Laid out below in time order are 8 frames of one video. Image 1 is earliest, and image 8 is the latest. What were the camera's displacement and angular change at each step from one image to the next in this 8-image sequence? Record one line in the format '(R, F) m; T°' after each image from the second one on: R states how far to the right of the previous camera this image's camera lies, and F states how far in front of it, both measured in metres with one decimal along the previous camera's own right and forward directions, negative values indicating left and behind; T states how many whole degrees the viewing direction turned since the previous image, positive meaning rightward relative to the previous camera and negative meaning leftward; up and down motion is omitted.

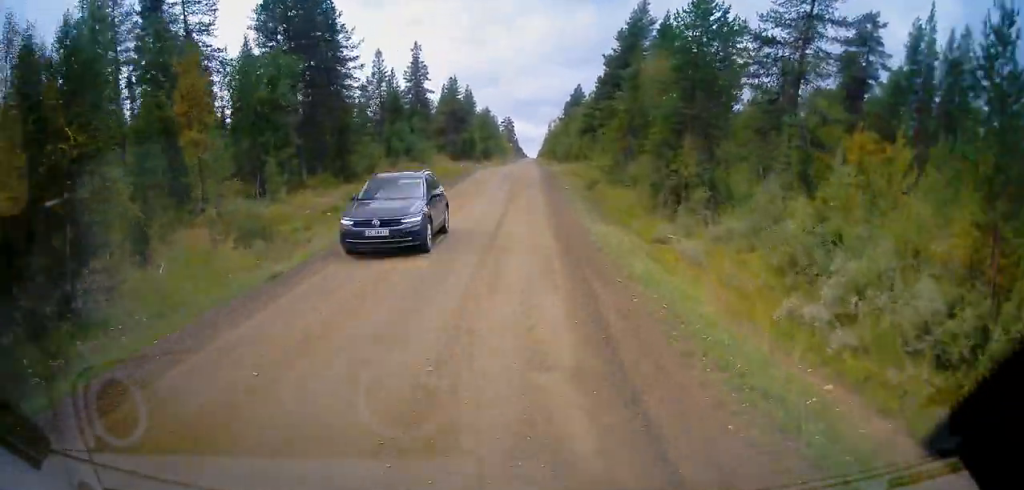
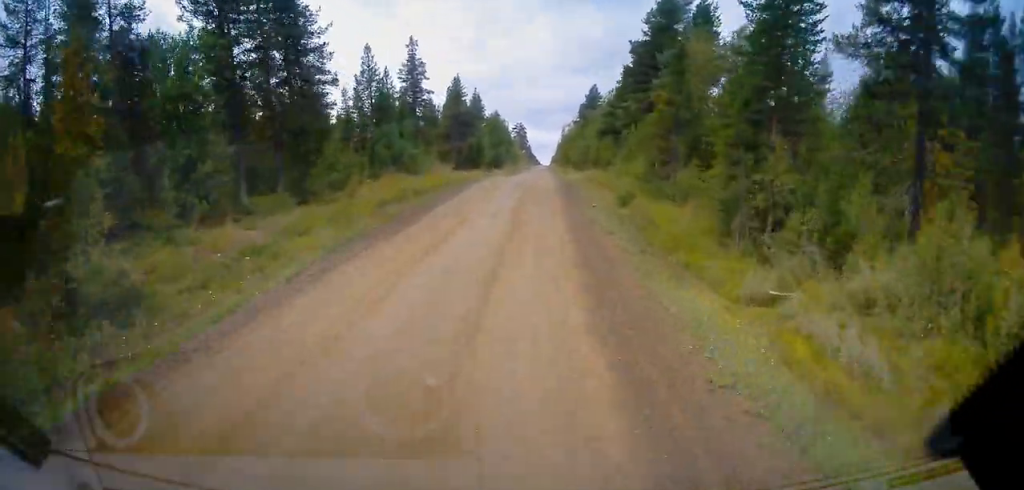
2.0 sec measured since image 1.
(-0.2, +11.9) m; -1°
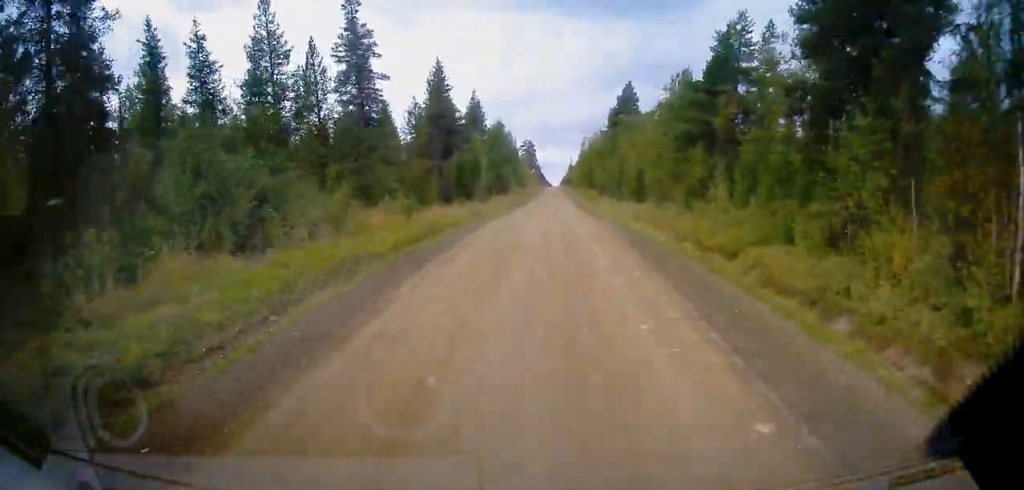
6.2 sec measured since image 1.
(-0.1, +26.8) m; +2°
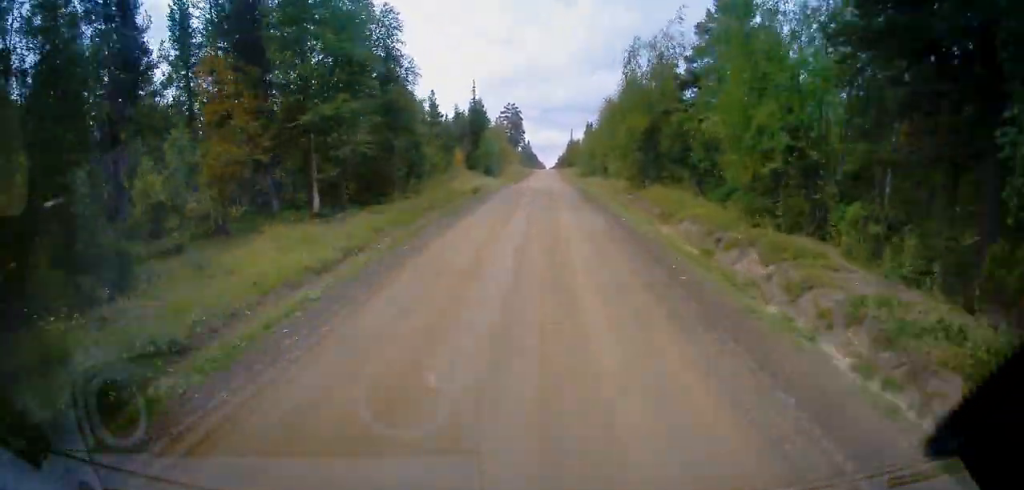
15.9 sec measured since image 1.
(+0.8, +69.8) m; -1°
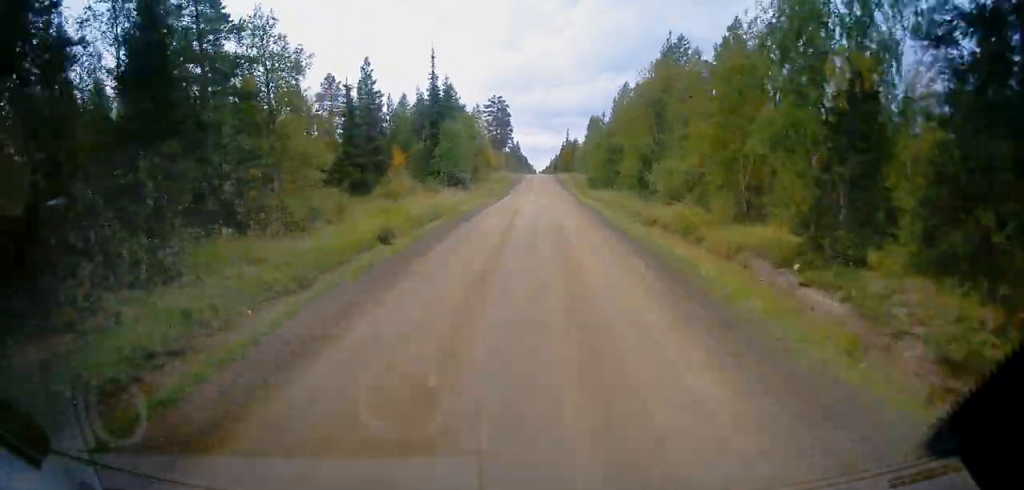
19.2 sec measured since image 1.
(-0.1, +26.2) m; +1°
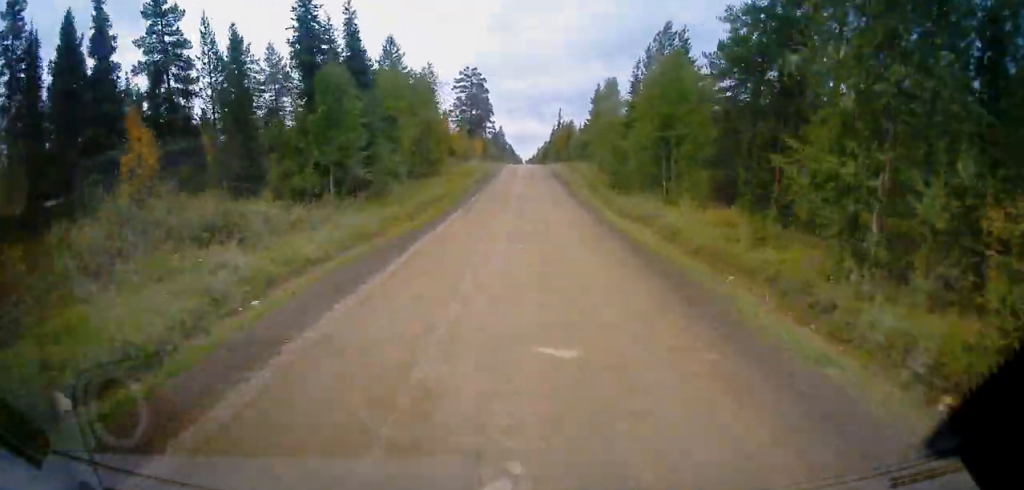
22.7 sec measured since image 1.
(+0.3, +28.4) m; 0°
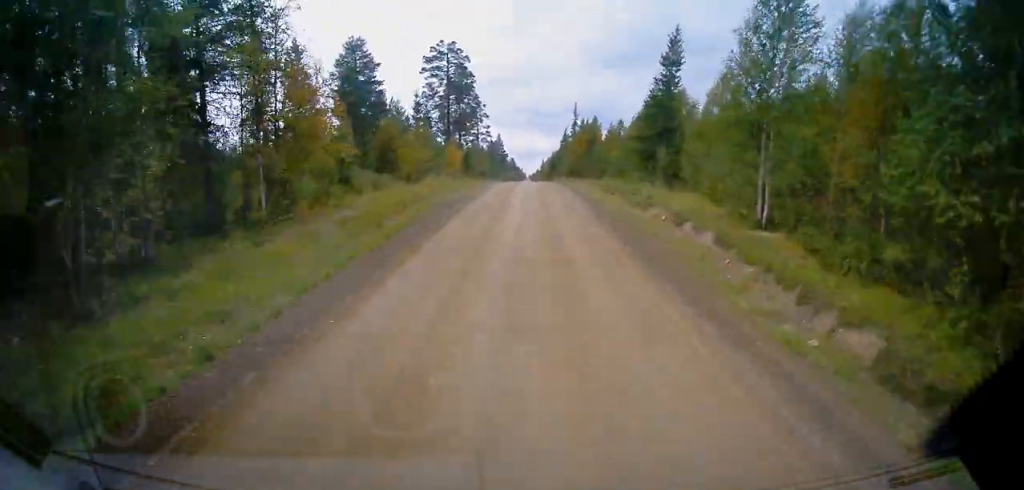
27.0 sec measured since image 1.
(-0.2, +36.5) m; -1°
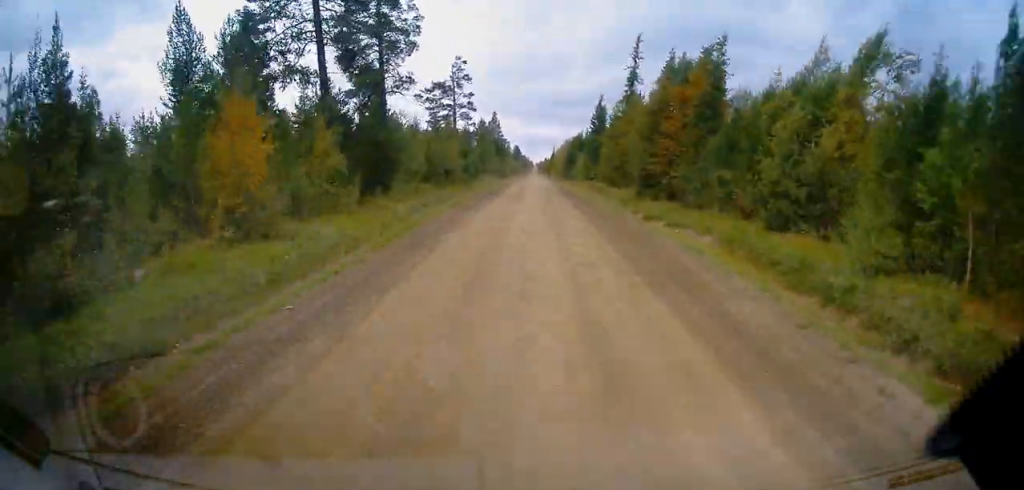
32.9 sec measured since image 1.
(-0.1, +50.1) m; 0°
